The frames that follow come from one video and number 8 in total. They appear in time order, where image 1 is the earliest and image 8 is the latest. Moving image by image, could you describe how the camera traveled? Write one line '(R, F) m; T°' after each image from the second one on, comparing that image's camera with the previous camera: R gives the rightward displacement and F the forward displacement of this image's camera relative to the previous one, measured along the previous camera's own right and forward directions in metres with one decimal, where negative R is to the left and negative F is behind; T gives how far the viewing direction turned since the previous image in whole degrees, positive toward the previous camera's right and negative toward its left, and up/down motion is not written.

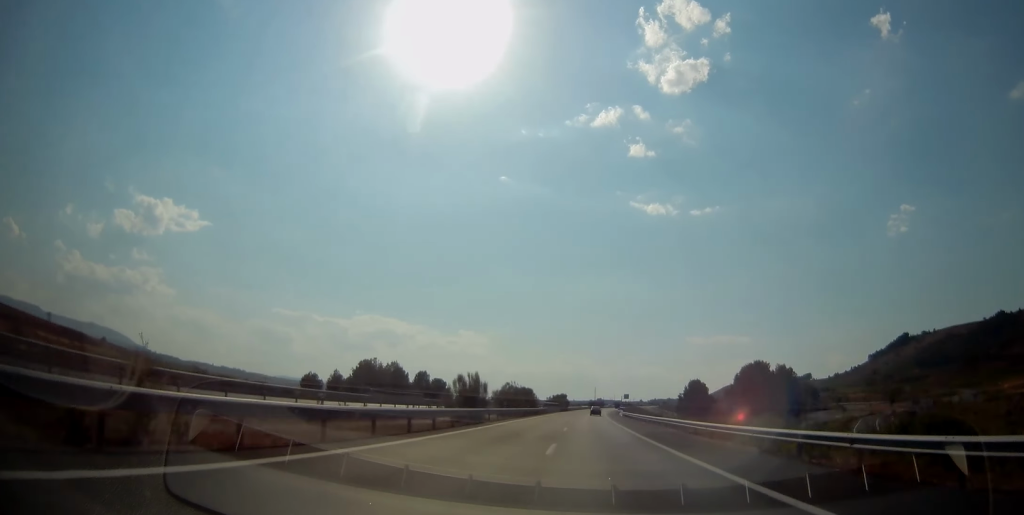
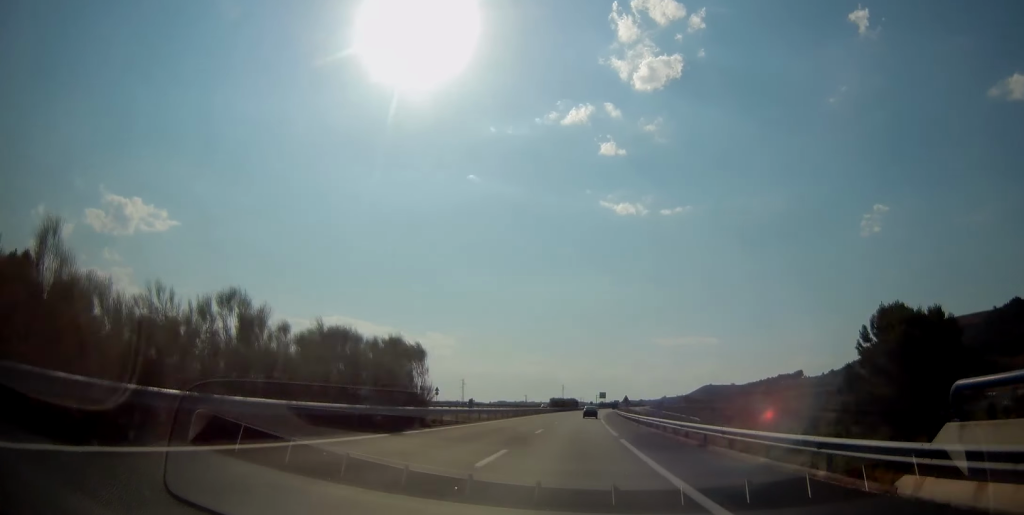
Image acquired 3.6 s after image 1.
(+3.2, +124.7) m; +2°
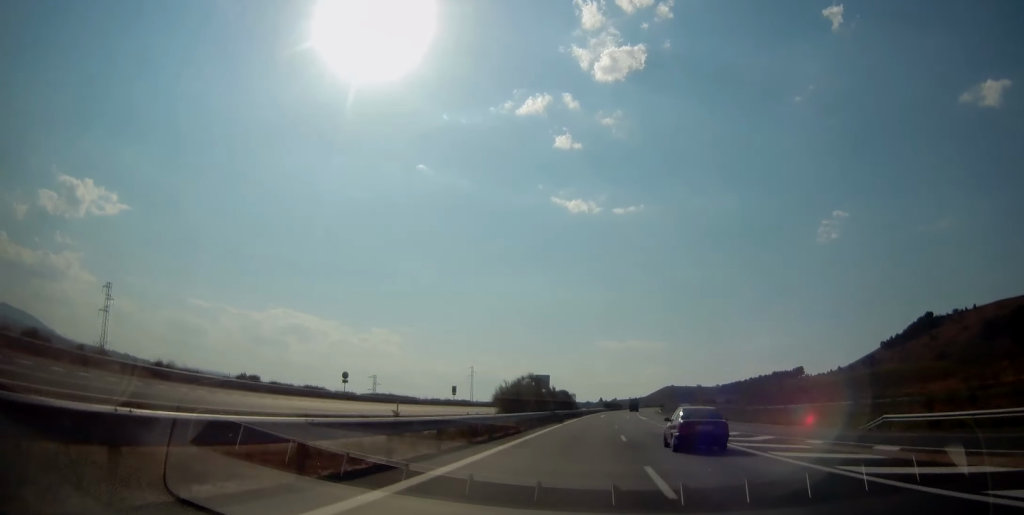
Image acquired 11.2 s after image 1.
(+12.4, +263.0) m; +6°
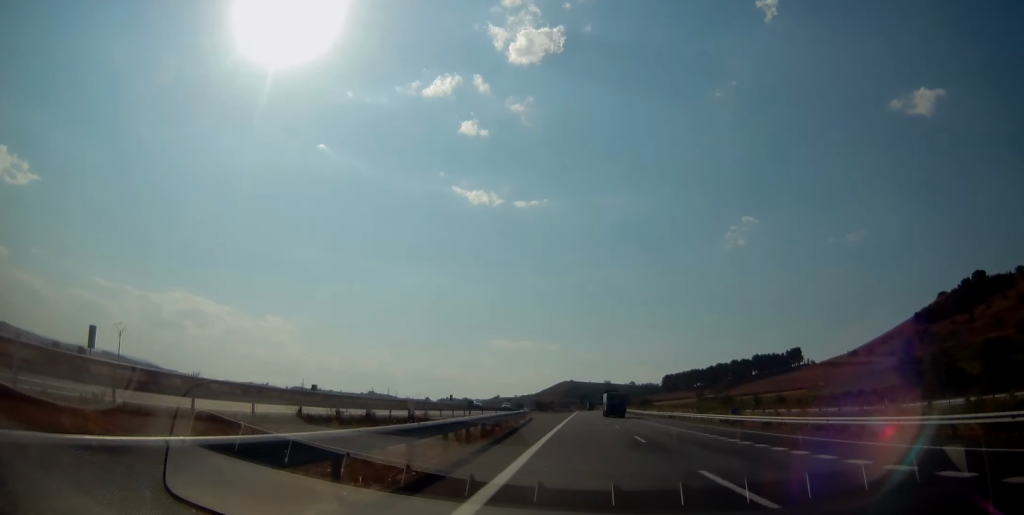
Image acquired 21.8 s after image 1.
(+26.3, +366.5) m; +6°
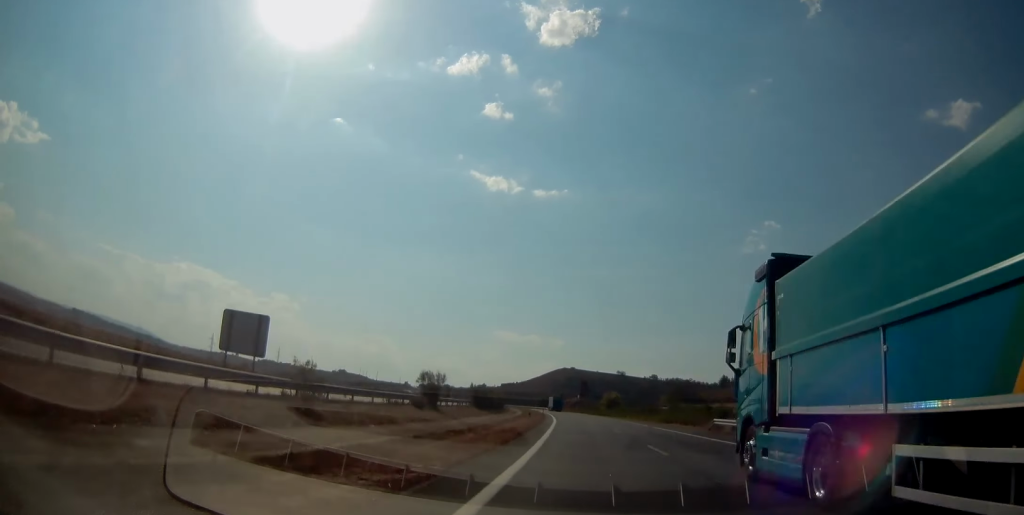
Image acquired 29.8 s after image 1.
(+1.5, +277.9) m; -3°
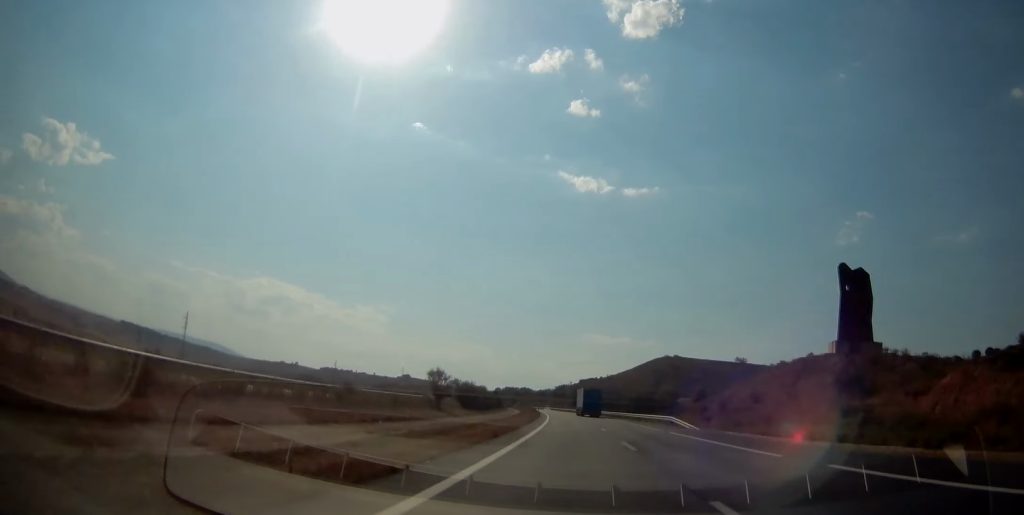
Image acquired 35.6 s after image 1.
(-10.9, +201.0) m; -7°
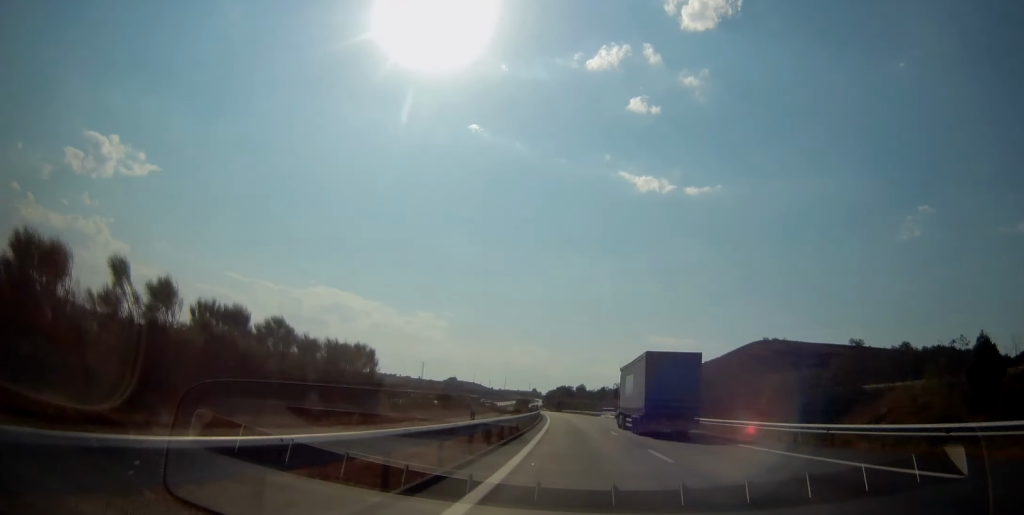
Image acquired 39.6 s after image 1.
(-7.7, +138.6) m; -4°
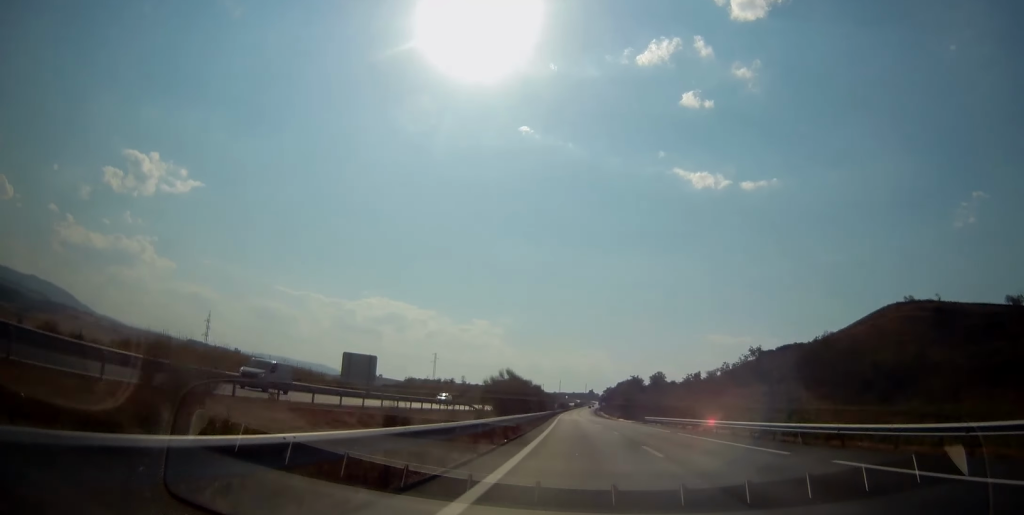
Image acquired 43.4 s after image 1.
(-4.6, +131.9) m; -3°
